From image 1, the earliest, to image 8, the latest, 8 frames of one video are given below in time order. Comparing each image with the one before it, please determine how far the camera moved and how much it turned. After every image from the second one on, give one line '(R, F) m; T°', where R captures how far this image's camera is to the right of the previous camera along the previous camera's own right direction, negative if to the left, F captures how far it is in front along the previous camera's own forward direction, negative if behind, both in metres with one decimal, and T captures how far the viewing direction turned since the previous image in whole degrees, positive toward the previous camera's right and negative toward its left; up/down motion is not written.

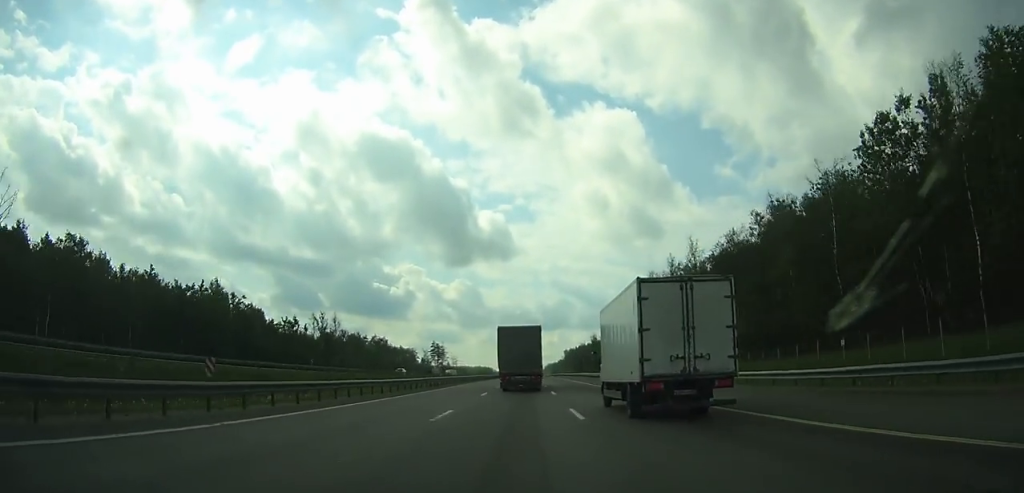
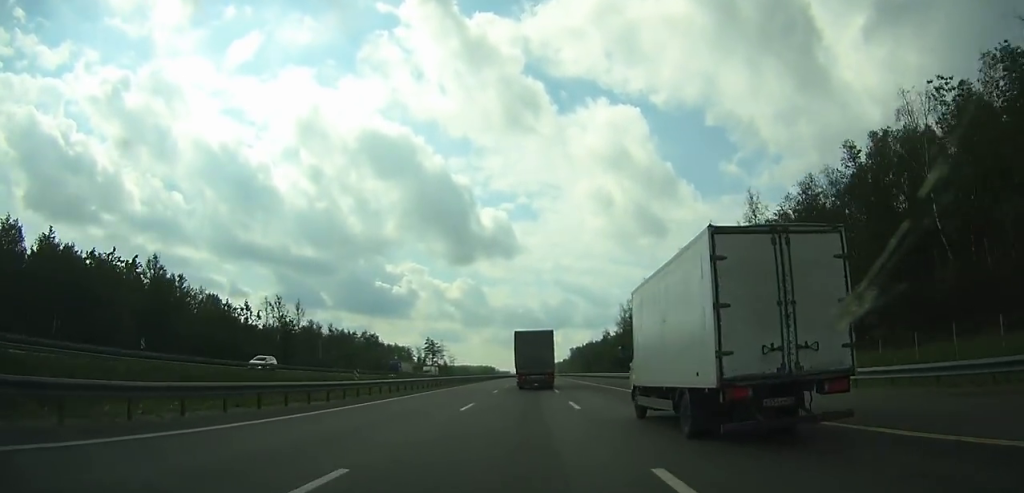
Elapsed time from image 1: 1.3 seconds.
(0.0, +28.9) m; 0°
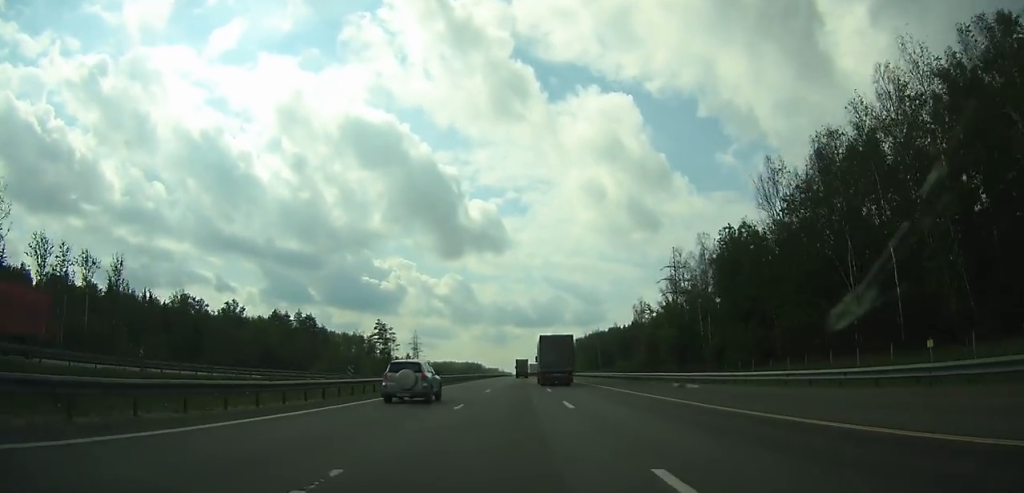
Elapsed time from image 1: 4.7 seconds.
(+0.3, +78.3) m; 0°
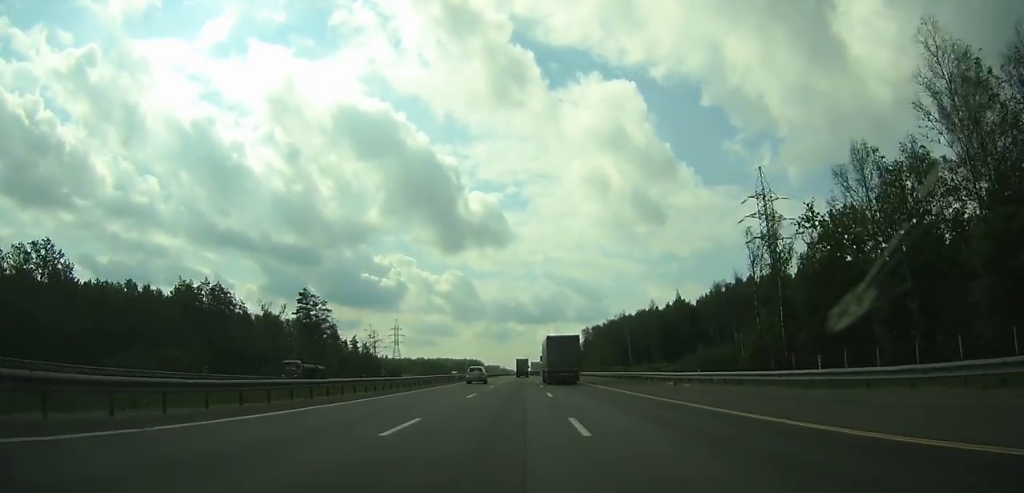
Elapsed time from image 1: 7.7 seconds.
(+0.1, +72.2) m; 0°
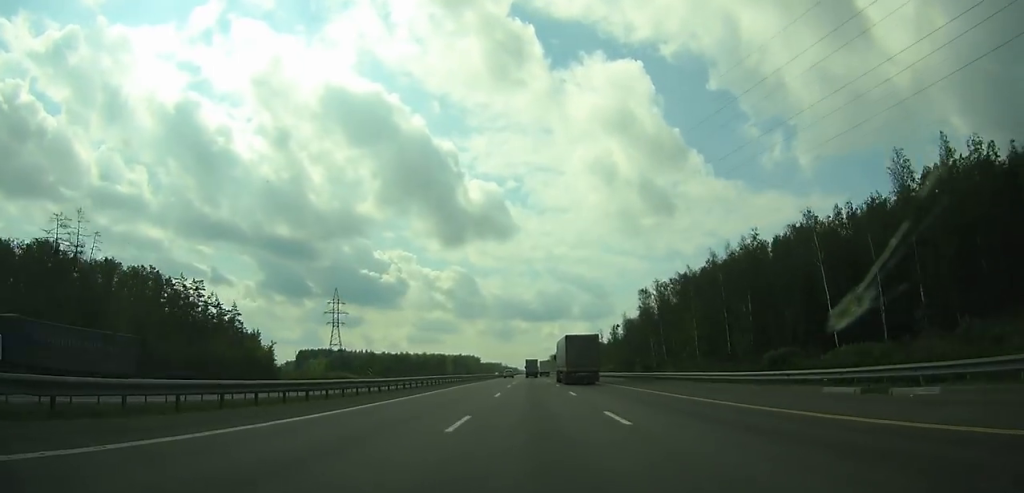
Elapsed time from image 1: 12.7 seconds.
(-0.6, +124.0) m; 0°
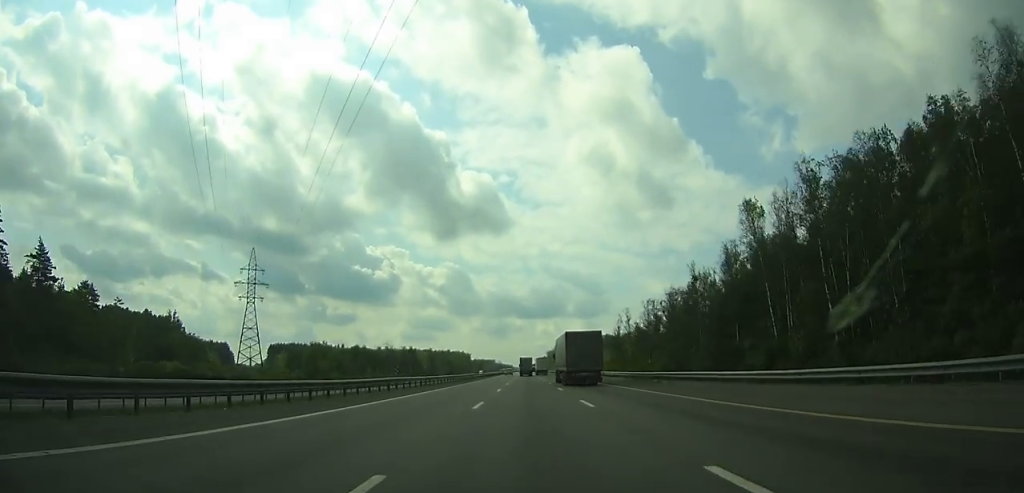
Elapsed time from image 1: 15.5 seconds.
(+0.2, +71.2) m; 0°
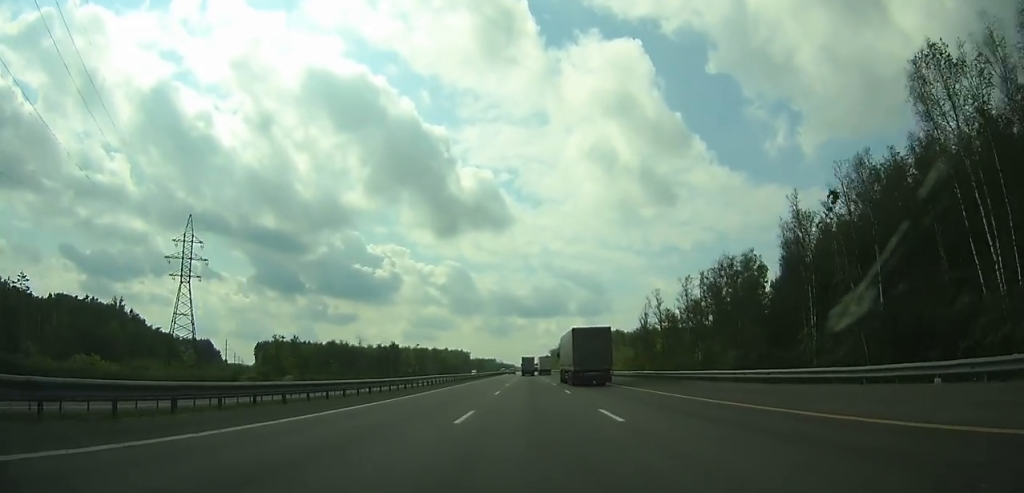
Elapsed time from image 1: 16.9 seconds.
(+0.1, +36.8) m; 0°
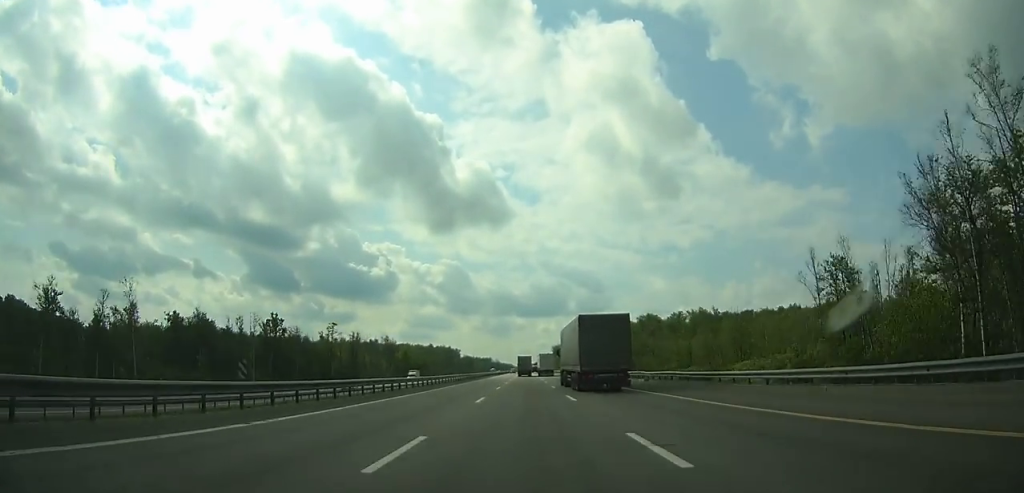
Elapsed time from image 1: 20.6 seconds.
(+0.2, +103.1) m; 0°
